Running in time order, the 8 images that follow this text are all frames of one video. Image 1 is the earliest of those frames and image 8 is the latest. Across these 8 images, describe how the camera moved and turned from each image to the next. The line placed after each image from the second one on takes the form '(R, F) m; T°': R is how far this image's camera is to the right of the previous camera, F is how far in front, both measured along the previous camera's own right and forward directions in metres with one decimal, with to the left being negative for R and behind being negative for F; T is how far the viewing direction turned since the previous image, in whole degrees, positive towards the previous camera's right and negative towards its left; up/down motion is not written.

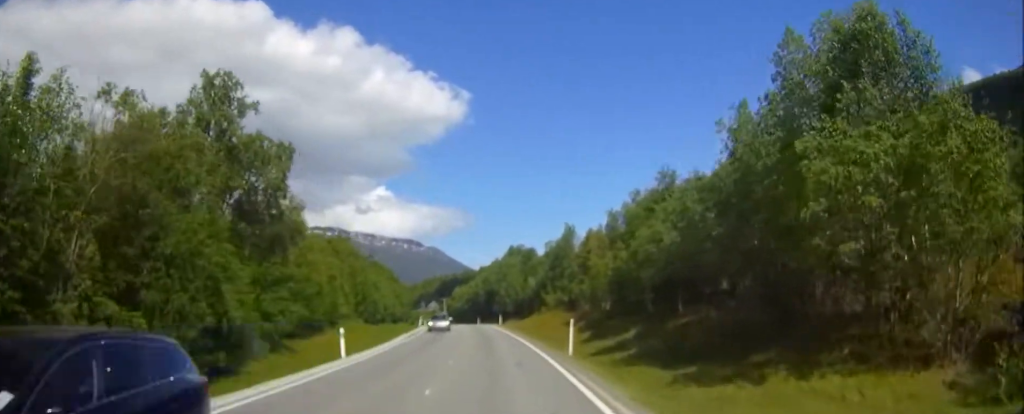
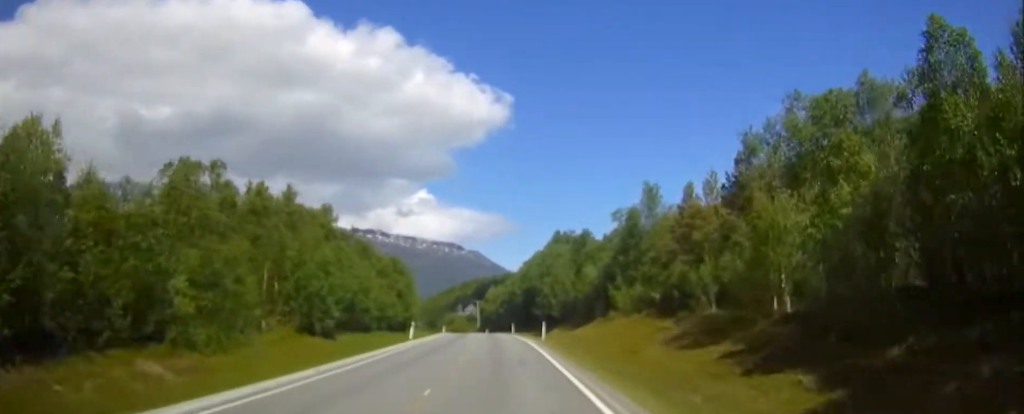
(-0.9, +30.5) m; -2°
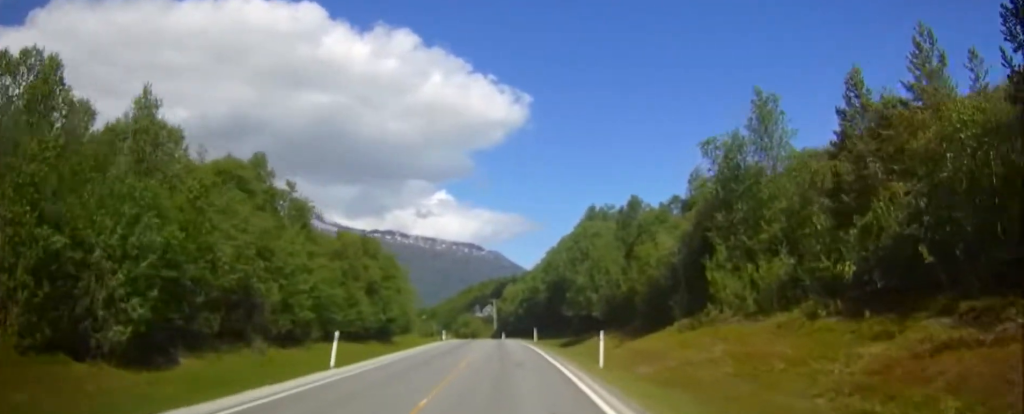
(0.0, +24.1) m; -1°
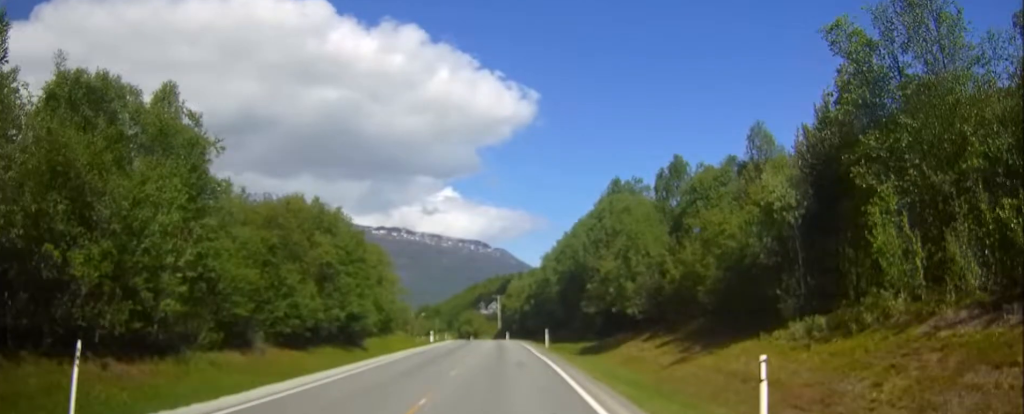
(-0.1, +15.1) m; -1°
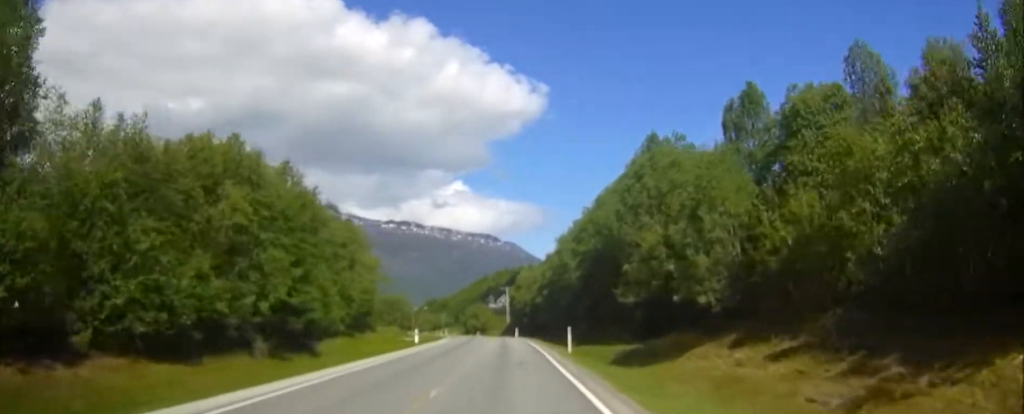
(-0.1, +14.4) m; -1°
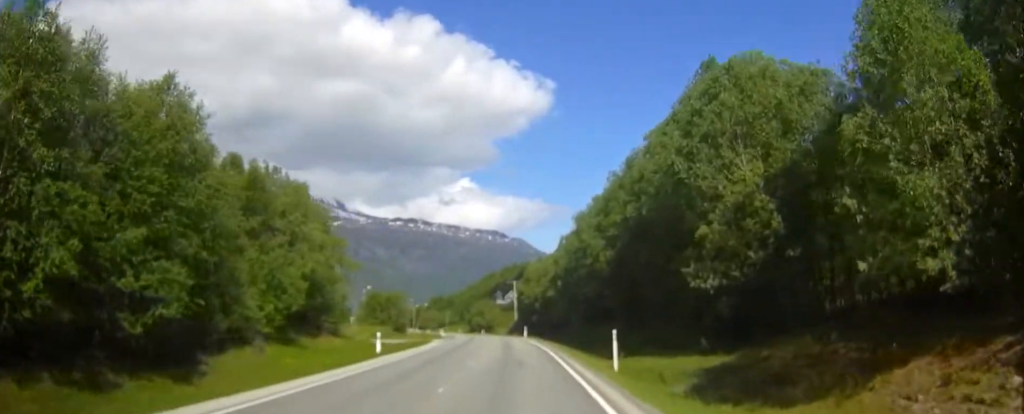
(-0.1, +15.0) m; -1°
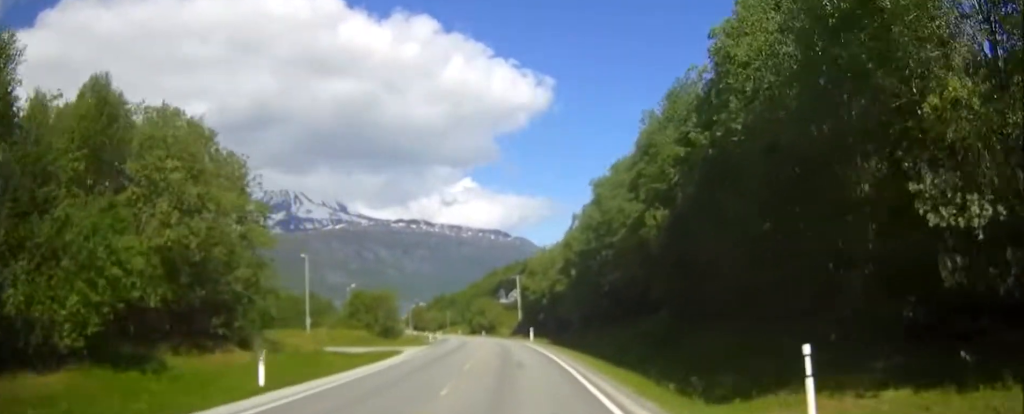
(-0.1, +15.0) m; 0°
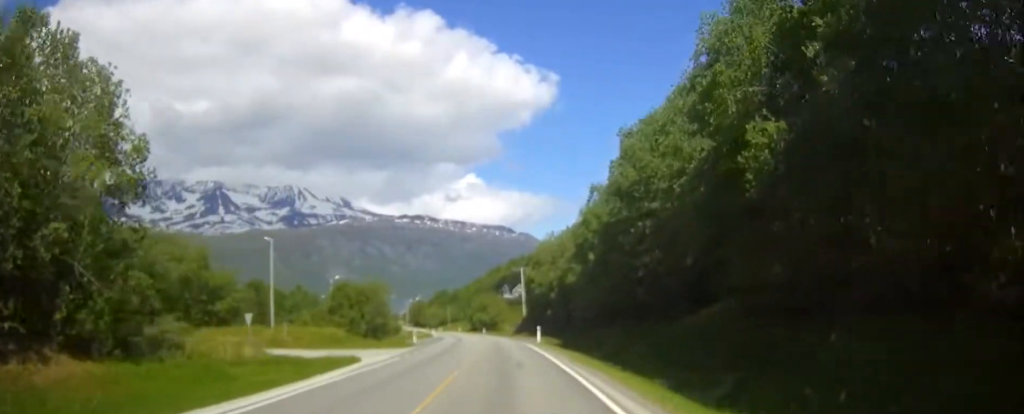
(0.0, +12.3) m; -1°
